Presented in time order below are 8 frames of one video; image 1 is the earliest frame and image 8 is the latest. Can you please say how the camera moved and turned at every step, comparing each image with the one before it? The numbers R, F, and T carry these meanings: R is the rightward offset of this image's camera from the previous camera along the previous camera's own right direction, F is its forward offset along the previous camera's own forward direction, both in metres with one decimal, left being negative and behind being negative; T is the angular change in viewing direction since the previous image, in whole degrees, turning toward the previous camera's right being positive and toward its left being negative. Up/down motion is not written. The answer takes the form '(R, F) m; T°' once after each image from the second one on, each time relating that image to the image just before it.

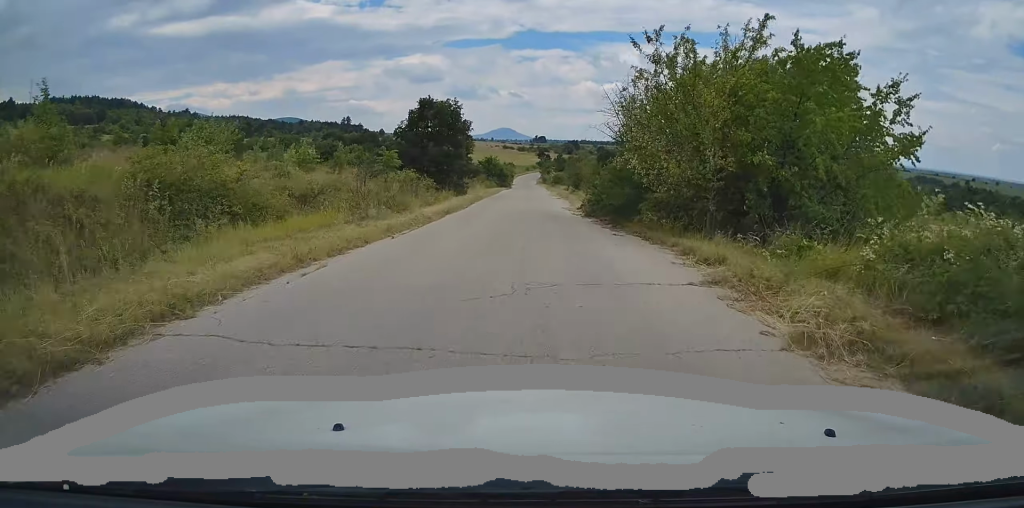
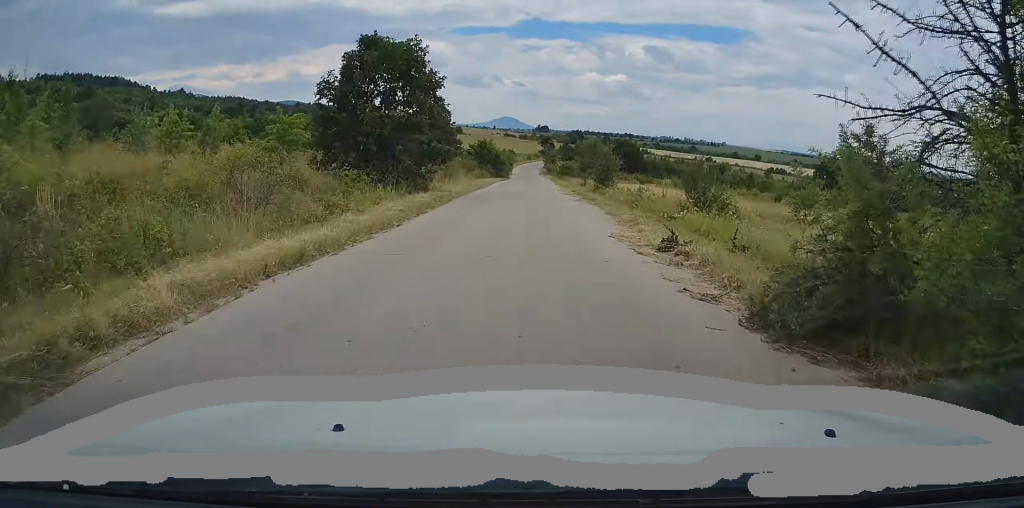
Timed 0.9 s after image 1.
(+0.1, +16.0) m; -1°
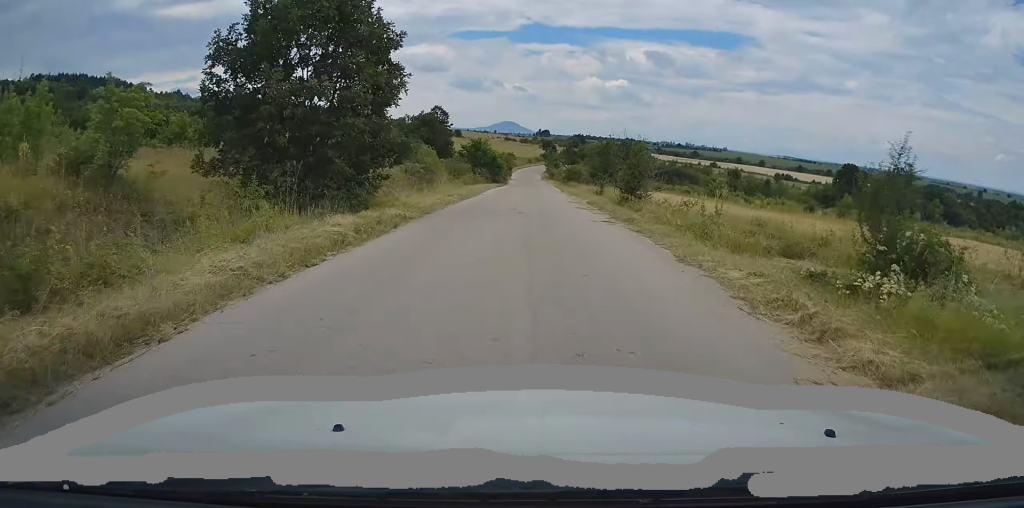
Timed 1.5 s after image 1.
(-0.2, +9.2) m; 0°
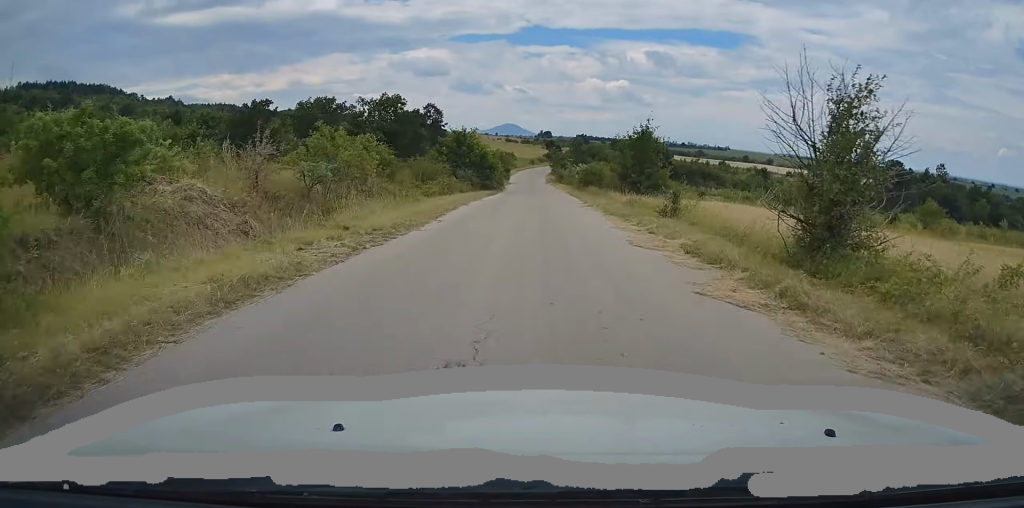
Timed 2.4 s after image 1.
(0.0, +16.3) m; 0°
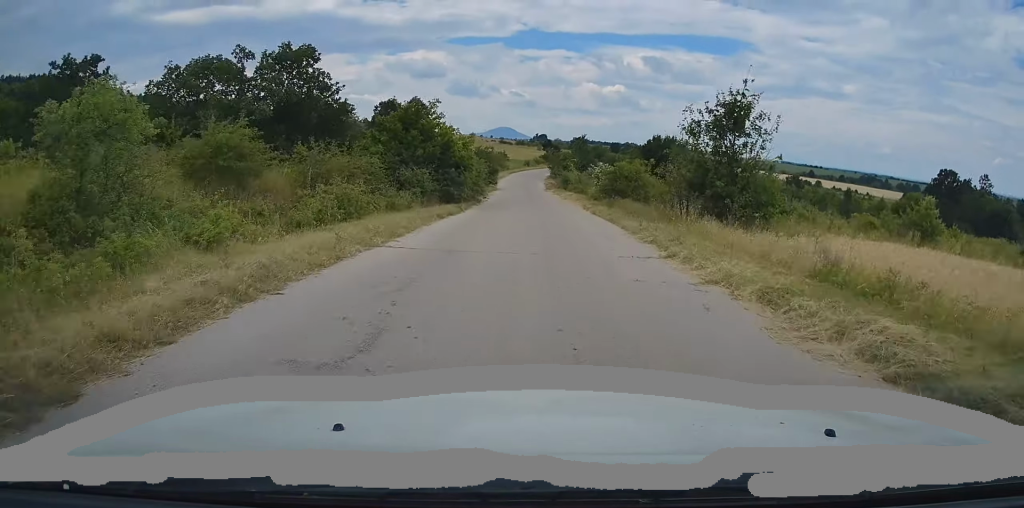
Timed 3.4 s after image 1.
(+0.1, +17.7) m; 0°
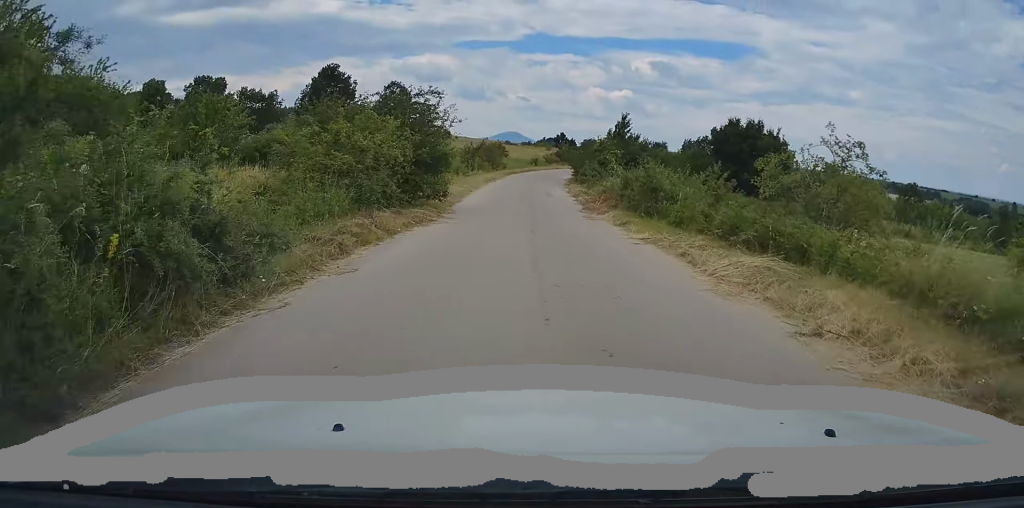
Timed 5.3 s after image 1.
(-0.3, +33.4) m; -1°
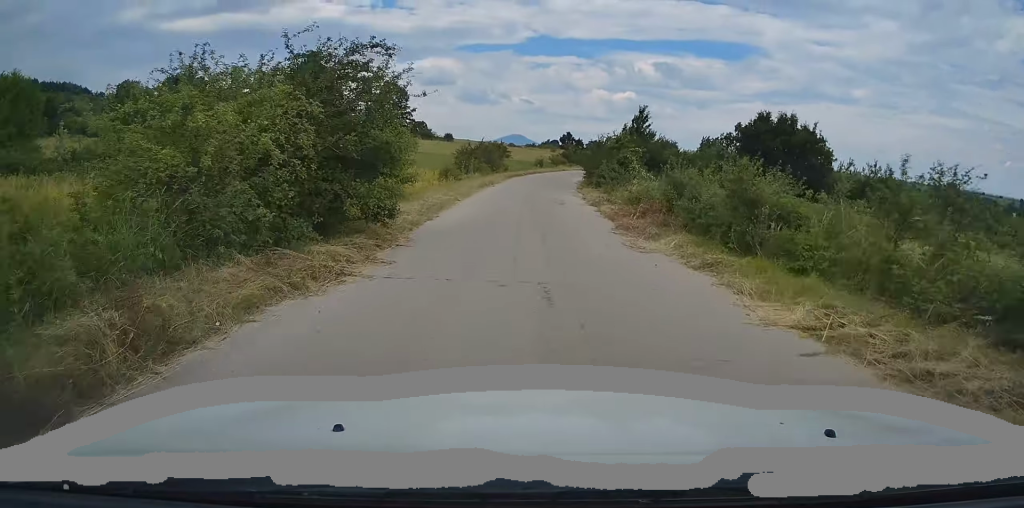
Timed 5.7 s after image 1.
(-0.1, +7.1) m; 0°
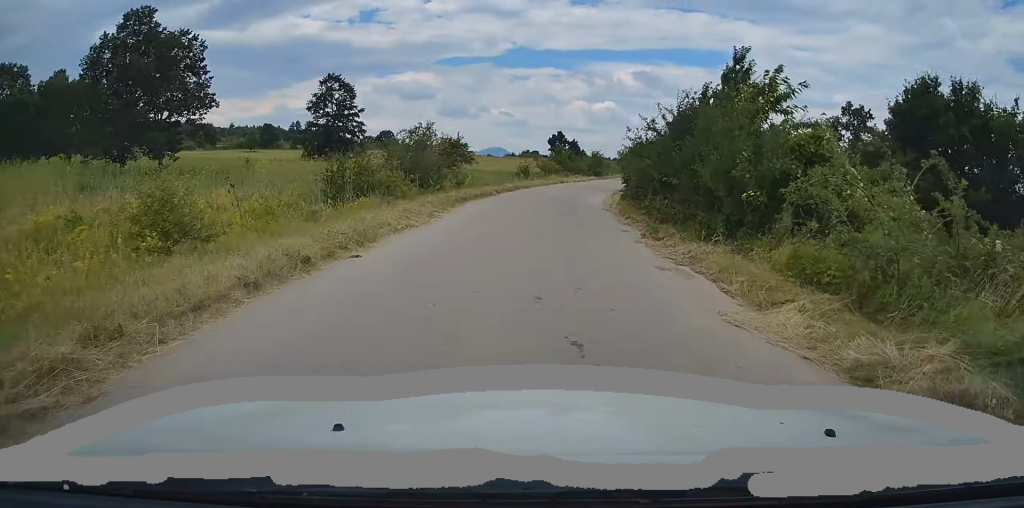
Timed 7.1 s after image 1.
(+0.7, +26.2) m; +4°
